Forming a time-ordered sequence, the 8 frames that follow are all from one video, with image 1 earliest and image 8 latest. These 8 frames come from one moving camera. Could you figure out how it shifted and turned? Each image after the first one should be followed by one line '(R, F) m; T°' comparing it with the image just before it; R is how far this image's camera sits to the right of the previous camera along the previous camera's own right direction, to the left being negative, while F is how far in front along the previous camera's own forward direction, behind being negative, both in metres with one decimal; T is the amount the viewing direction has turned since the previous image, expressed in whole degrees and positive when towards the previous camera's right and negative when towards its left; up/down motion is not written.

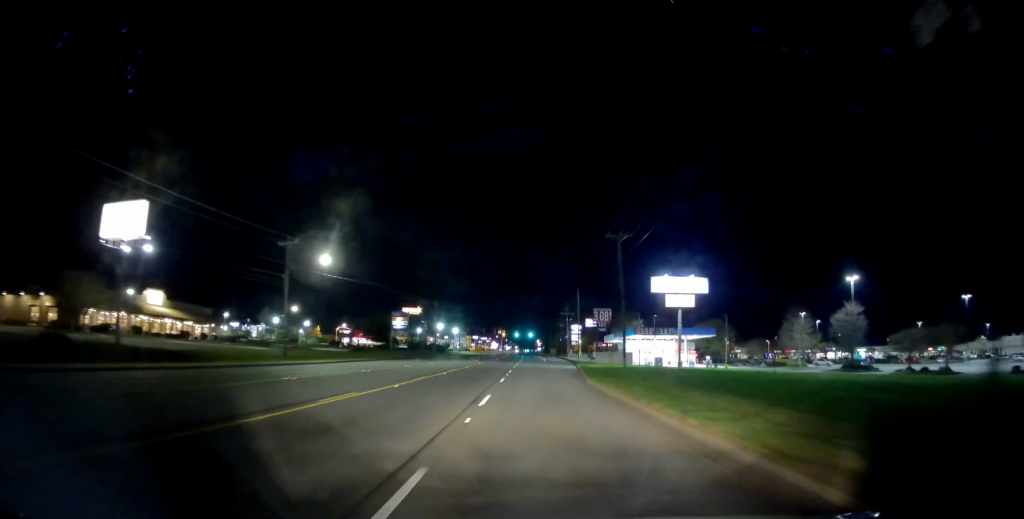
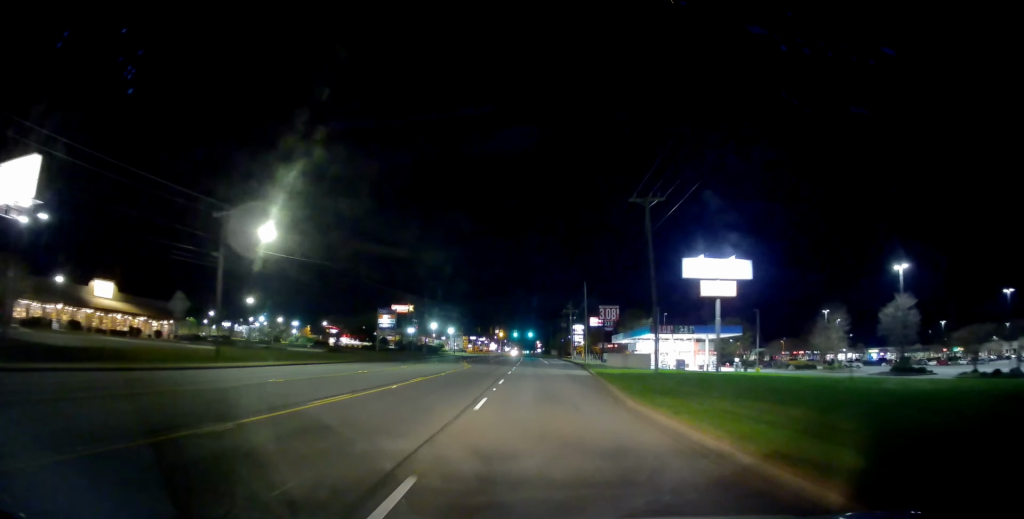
(+0.2, +12.8) m; +1°
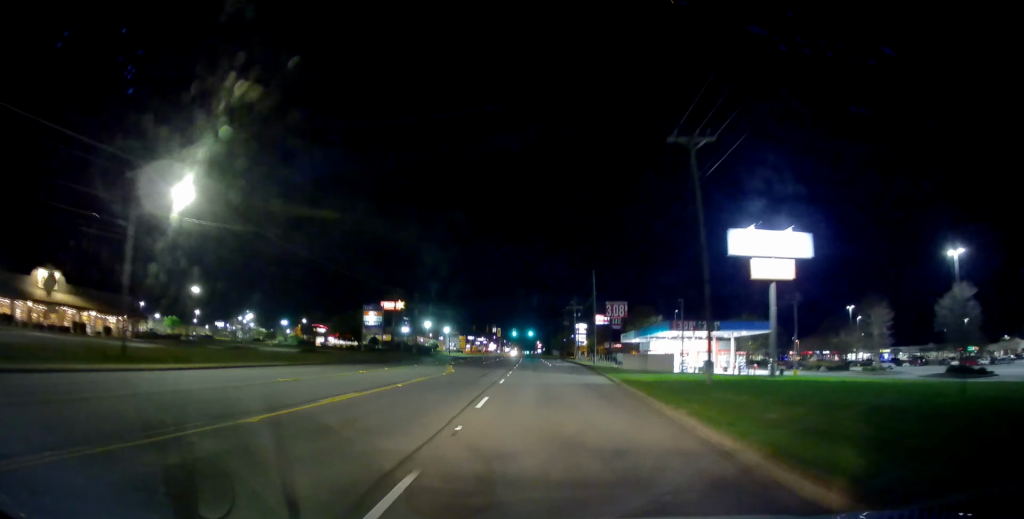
(+0.1, +11.5) m; 0°
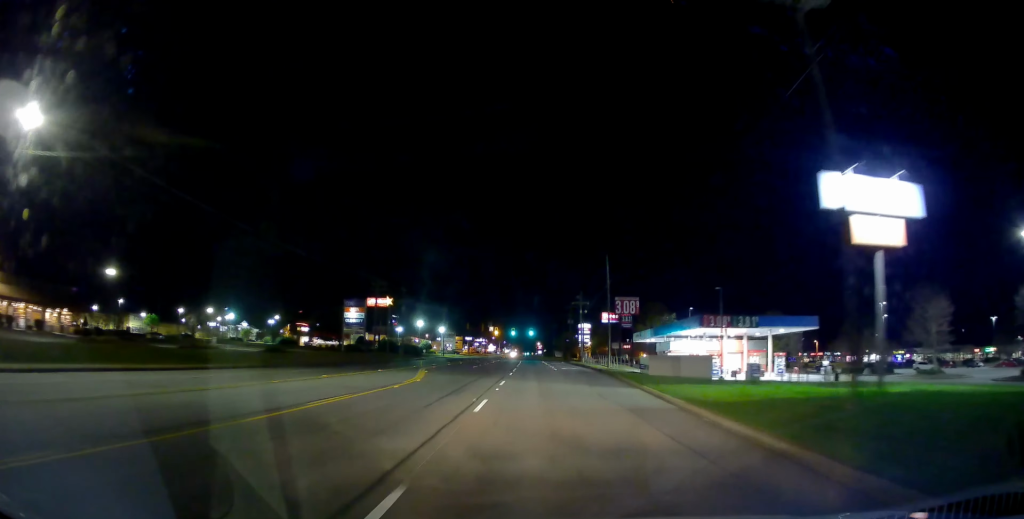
(+0.1, +12.7) m; -1°
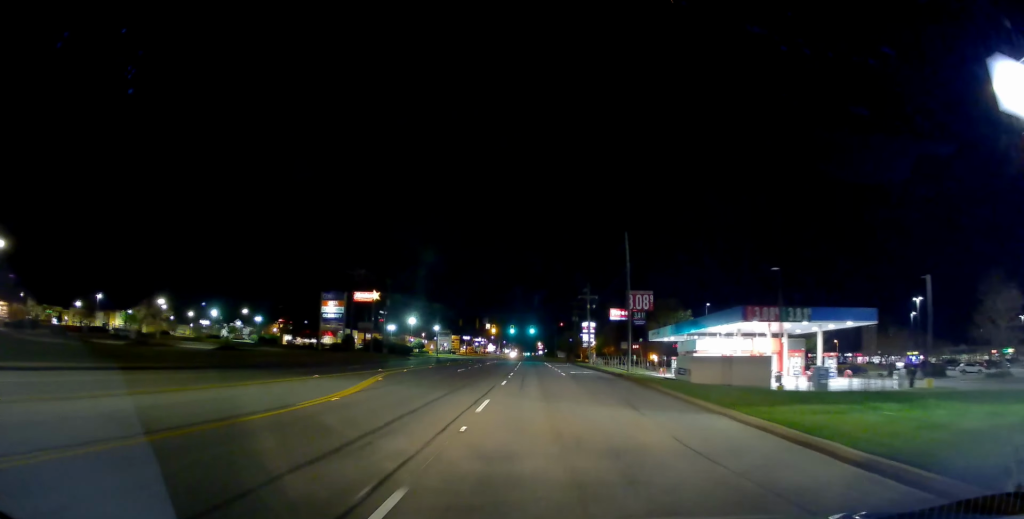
(-0.2, +12.0) m; 0°
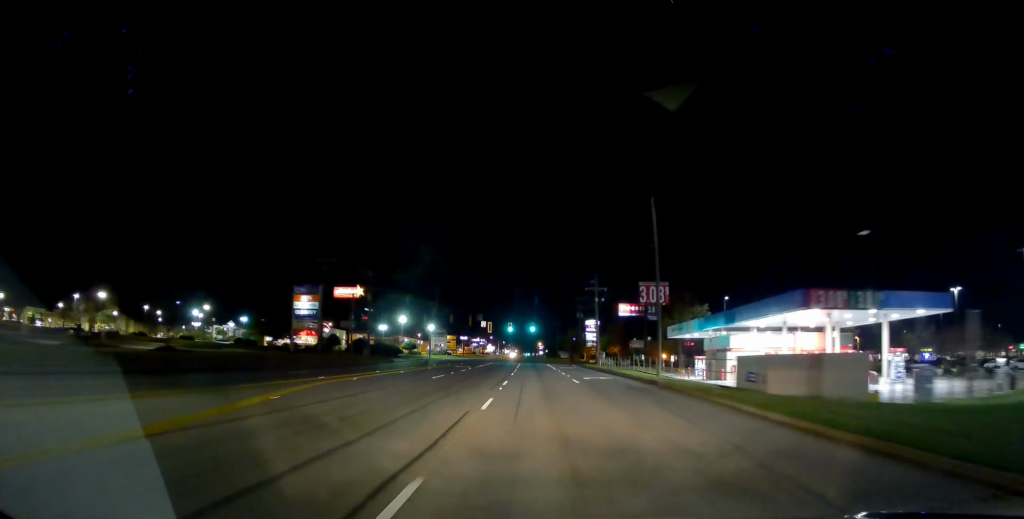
(-0.3, +11.4) m; 0°
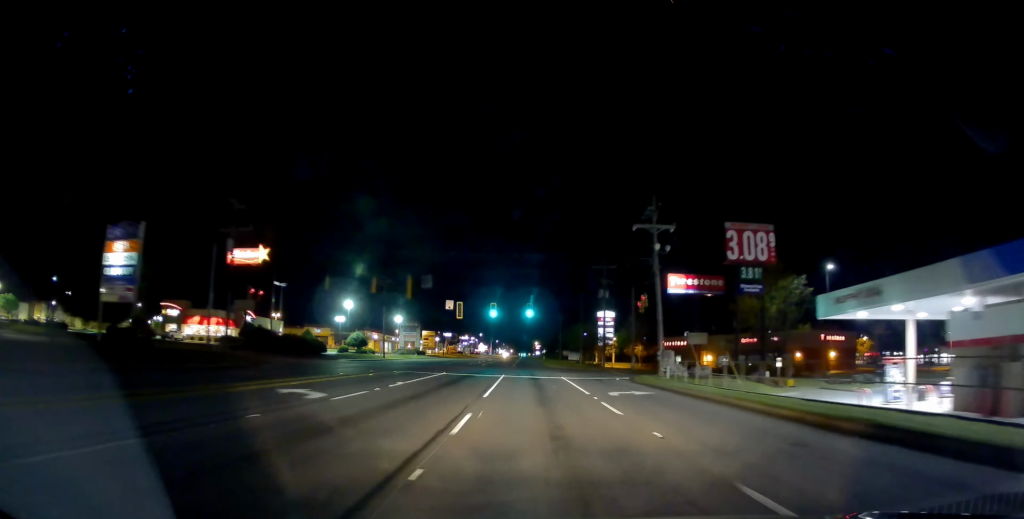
(+0.7, +39.9) m; -1°
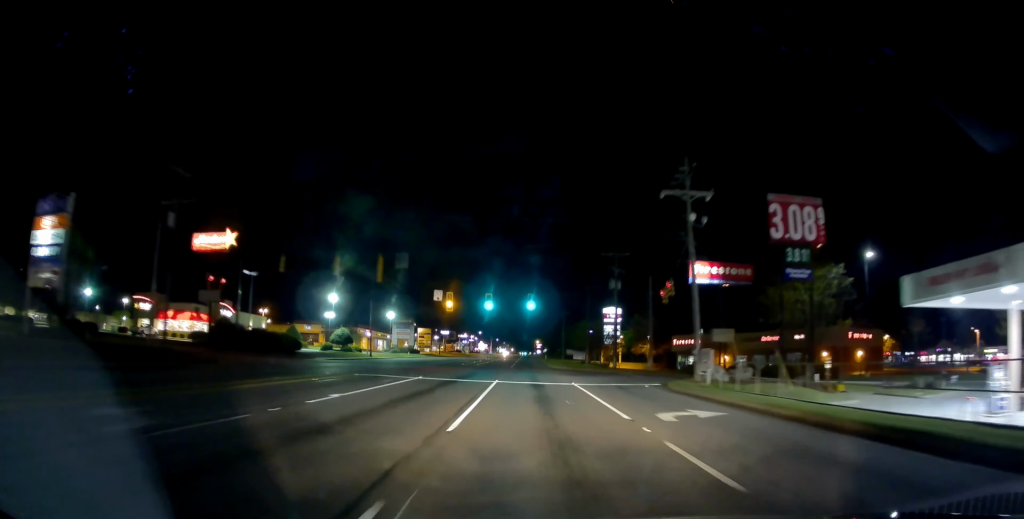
(-0.2, +8.7) m; 0°
